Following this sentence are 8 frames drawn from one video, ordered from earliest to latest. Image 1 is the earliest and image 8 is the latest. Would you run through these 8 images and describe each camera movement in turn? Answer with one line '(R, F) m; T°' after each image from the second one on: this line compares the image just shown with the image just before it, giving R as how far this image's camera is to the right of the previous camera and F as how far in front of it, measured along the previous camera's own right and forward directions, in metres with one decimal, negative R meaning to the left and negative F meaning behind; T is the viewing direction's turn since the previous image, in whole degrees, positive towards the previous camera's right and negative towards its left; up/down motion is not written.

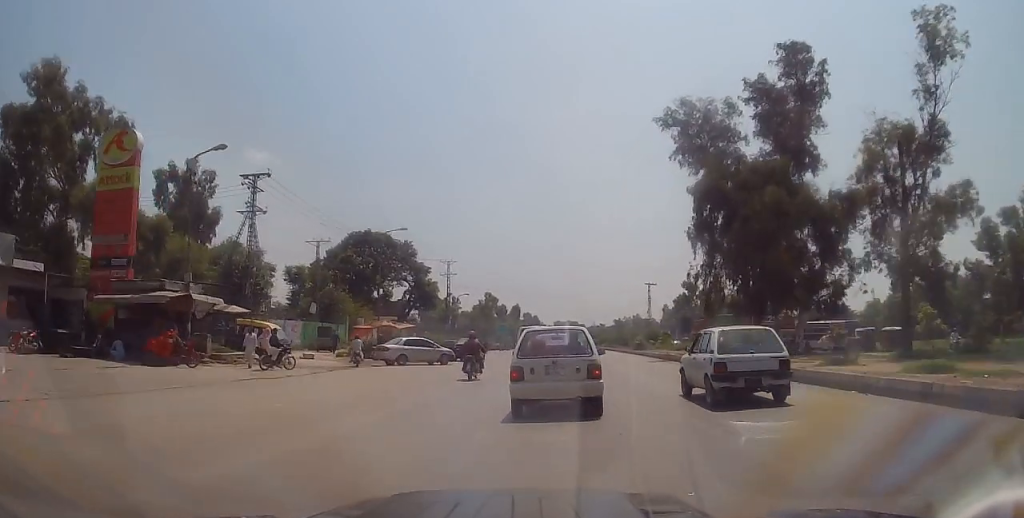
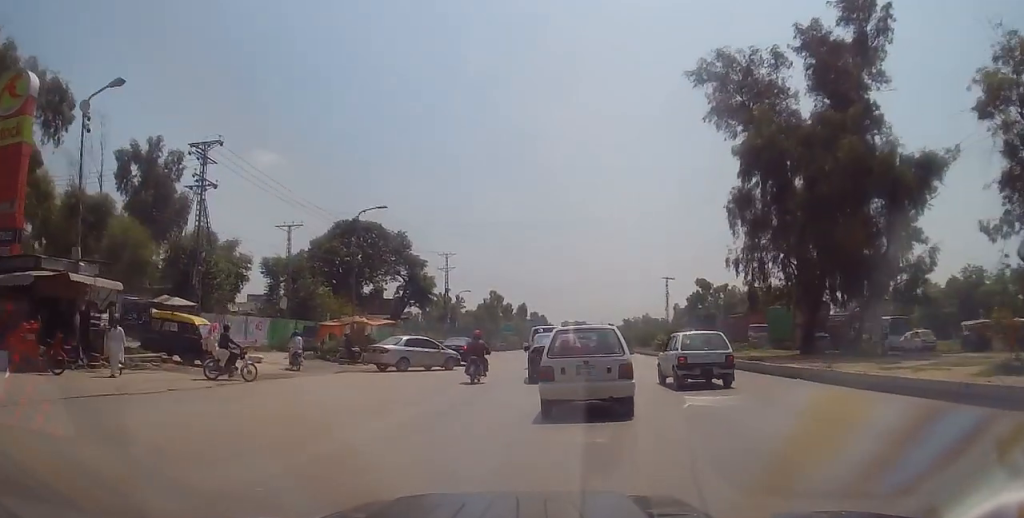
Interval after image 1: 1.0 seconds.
(-0.2, +7.6) m; 0°
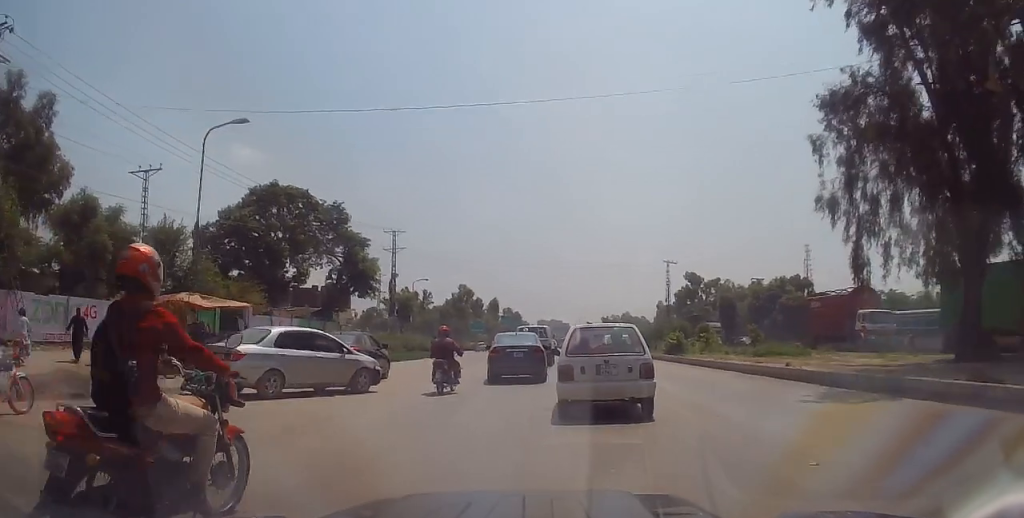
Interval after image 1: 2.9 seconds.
(+0.7, +15.4) m; +3°
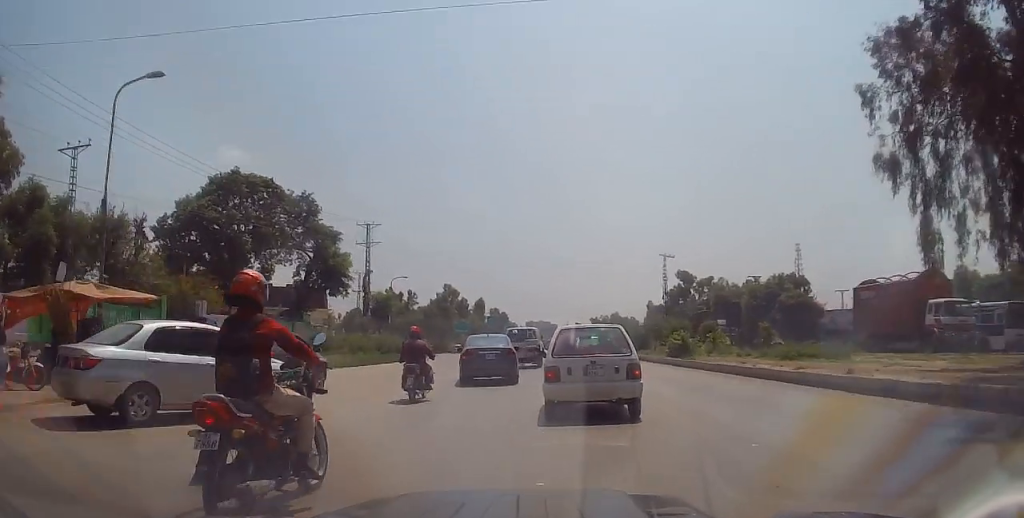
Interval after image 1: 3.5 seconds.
(-0.1, +4.9) m; 0°
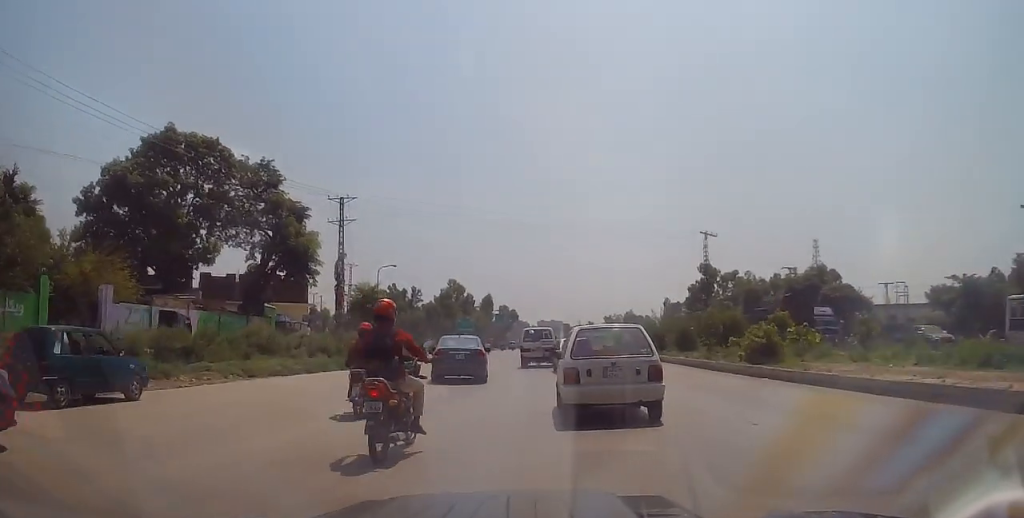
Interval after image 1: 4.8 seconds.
(+0.1, +11.0) m; -2°
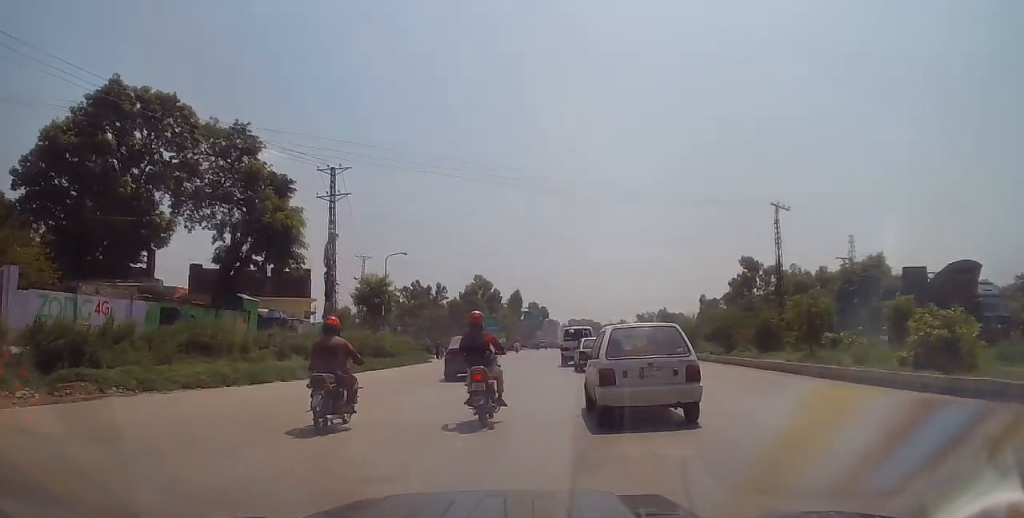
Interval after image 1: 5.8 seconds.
(-0.4, +8.6) m; -1°
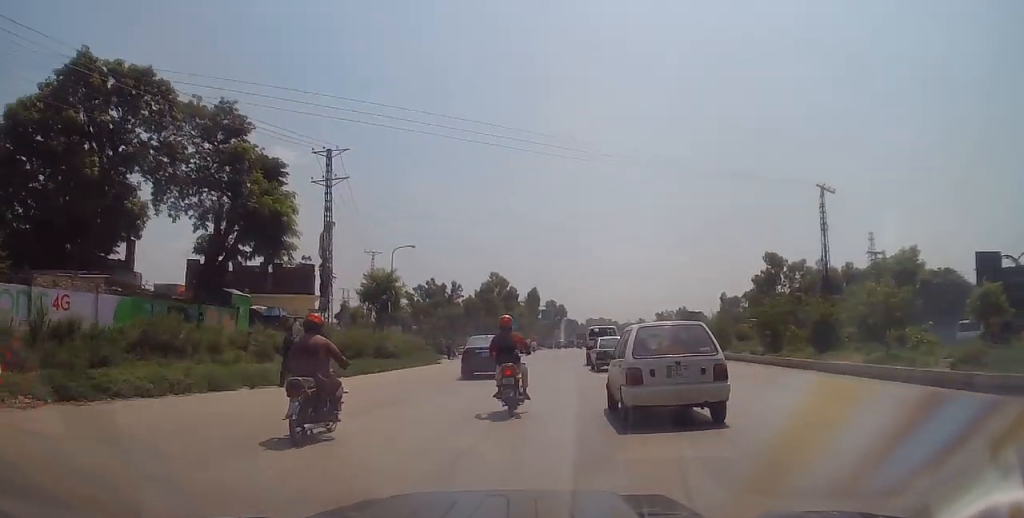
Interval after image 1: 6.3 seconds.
(+0.1, +4.0) m; 0°
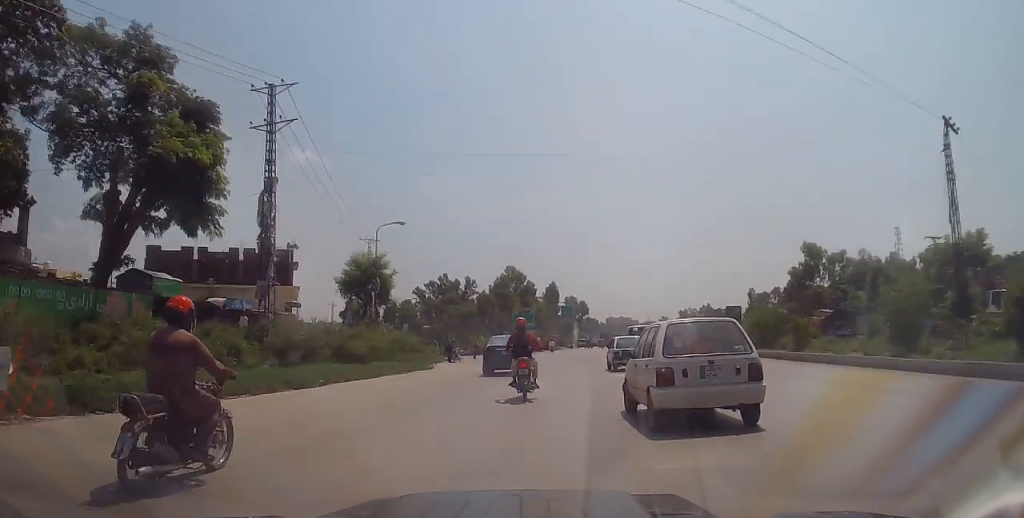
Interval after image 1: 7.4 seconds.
(-0.1, +9.9) m; 0°
